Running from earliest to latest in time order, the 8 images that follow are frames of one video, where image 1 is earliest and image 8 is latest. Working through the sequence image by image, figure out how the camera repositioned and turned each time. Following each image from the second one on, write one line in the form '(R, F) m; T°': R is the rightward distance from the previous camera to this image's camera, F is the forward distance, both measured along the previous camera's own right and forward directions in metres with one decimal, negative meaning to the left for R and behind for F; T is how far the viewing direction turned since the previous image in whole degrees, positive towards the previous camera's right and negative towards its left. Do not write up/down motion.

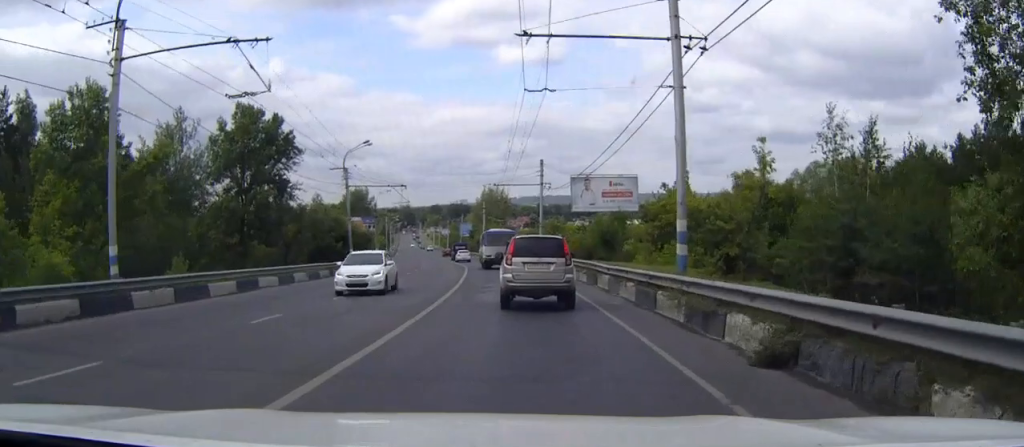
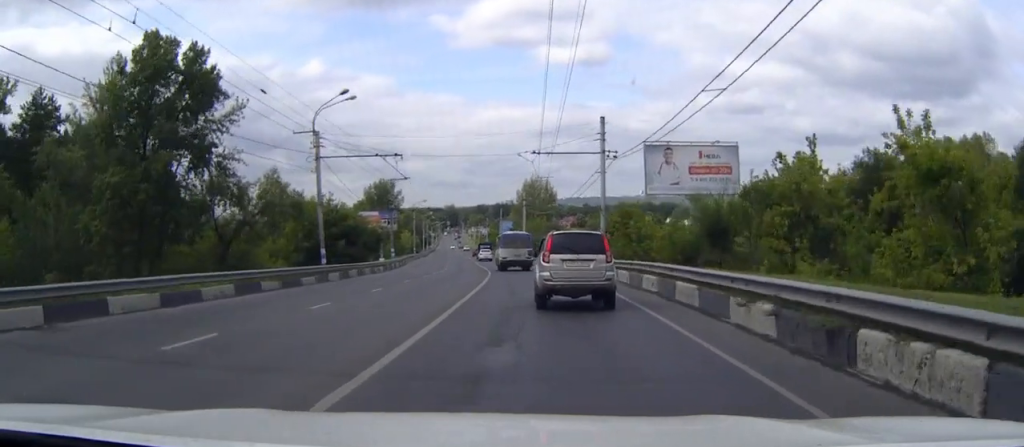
(-0.5, +21.1) m; -3°
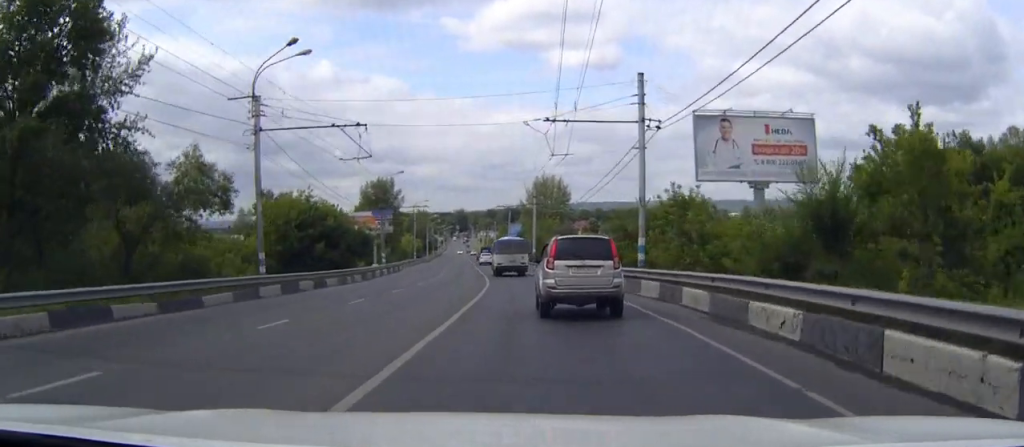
(-0.2, +11.8) m; -2°
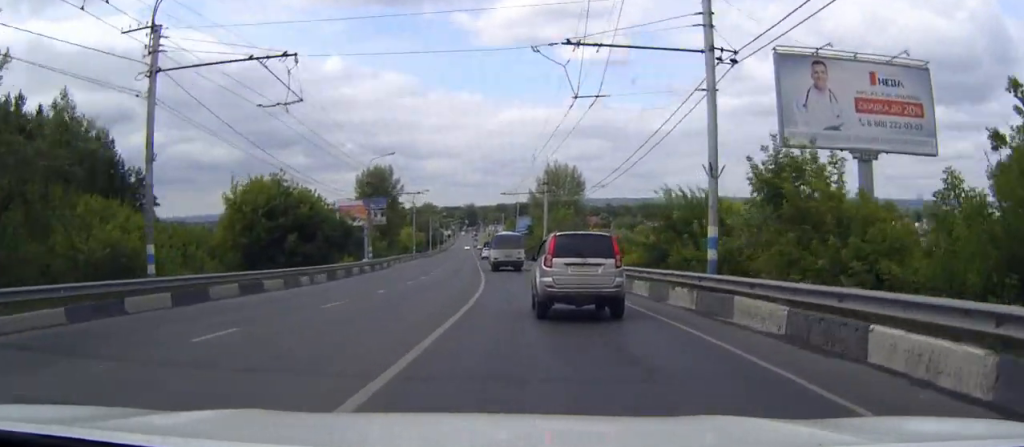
(-0.1, +11.5) m; -1°
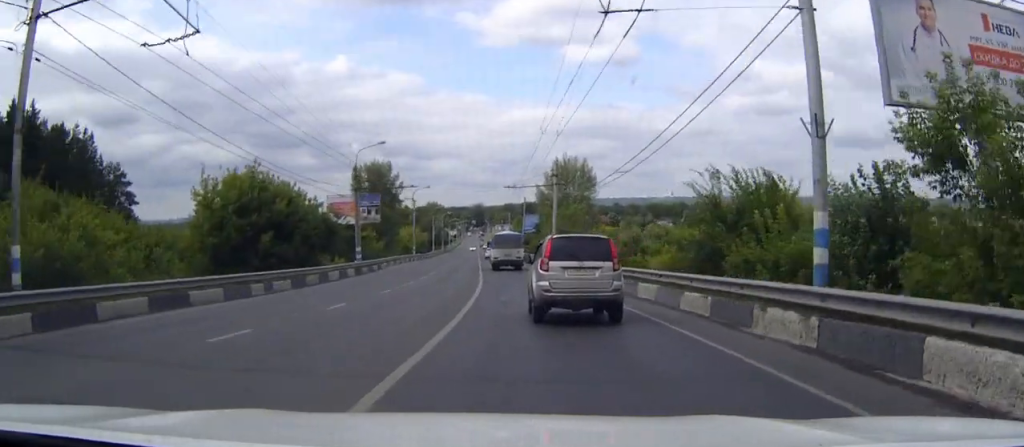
(-0.1, +7.5) m; -1°
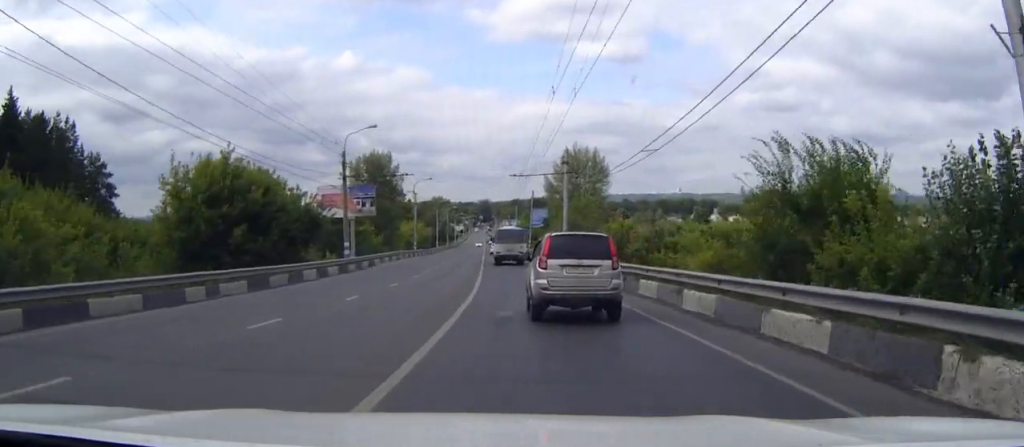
(0.0, +6.5) m; -1°
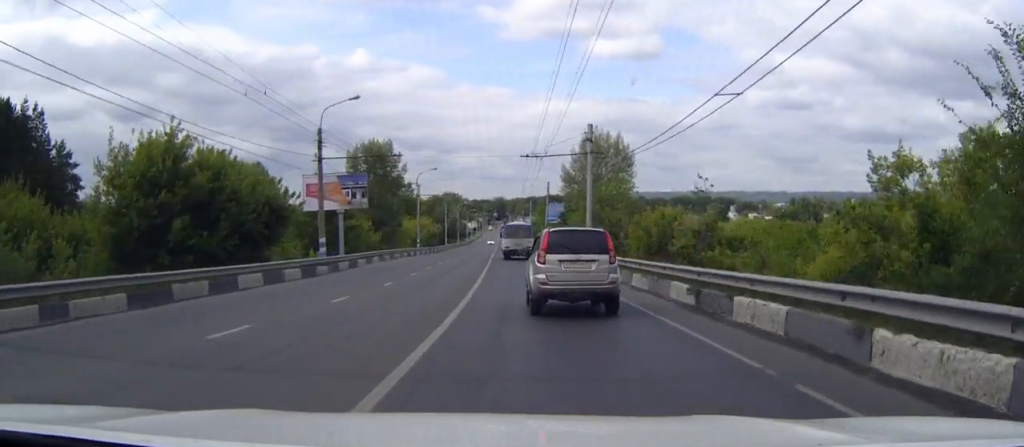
(-0.1, +10.3) m; -1°
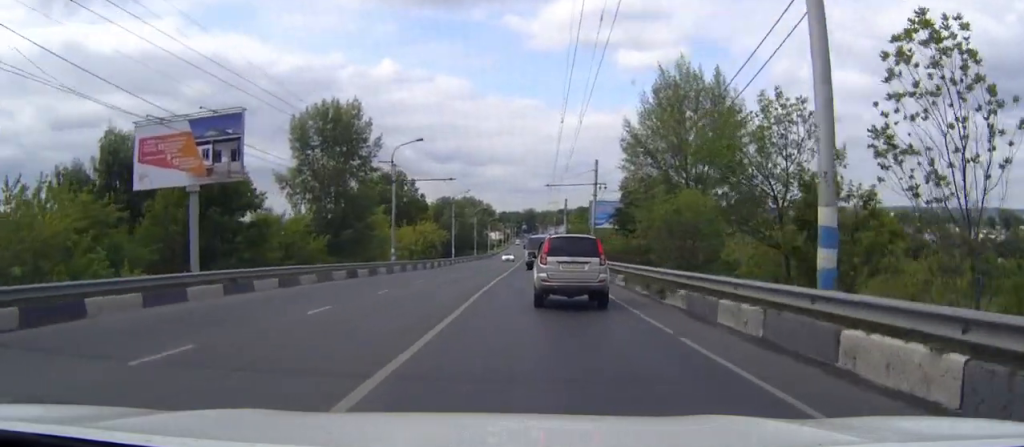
(-0.7, +35.1) m; -2°
